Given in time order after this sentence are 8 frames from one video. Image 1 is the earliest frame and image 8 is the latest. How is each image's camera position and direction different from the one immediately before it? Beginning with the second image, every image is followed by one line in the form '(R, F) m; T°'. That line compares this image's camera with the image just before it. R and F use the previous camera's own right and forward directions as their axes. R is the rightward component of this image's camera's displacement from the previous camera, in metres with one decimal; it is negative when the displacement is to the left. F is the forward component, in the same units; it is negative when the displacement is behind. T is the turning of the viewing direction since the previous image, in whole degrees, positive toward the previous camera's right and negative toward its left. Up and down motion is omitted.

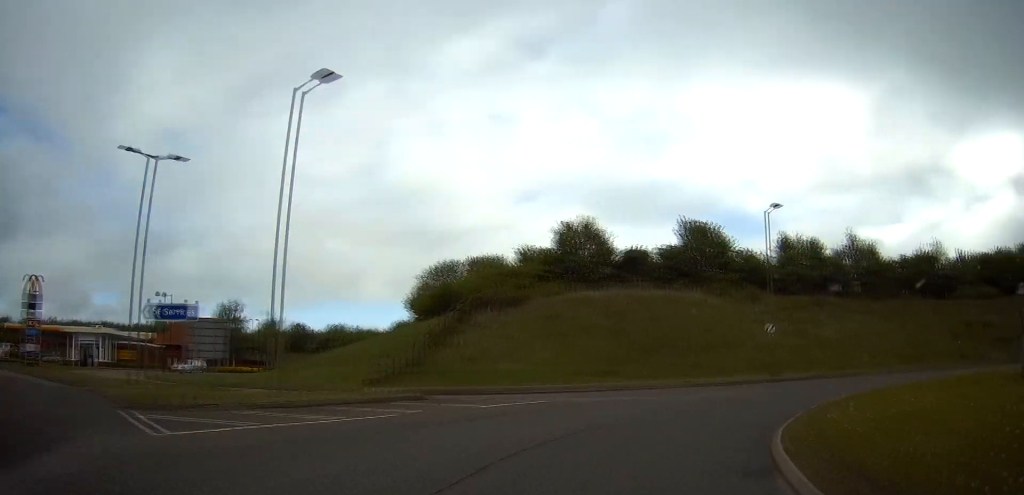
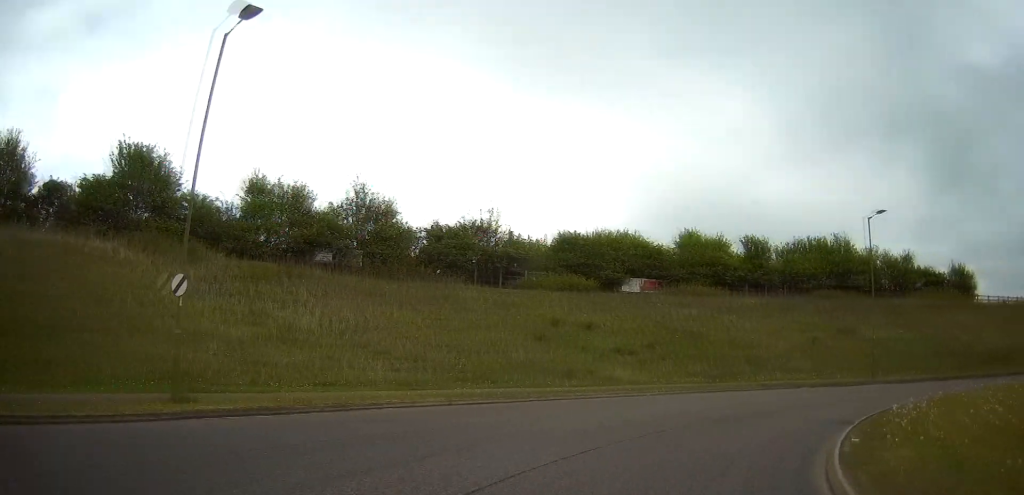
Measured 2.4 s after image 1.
(+5.1, +18.5) m; +43°
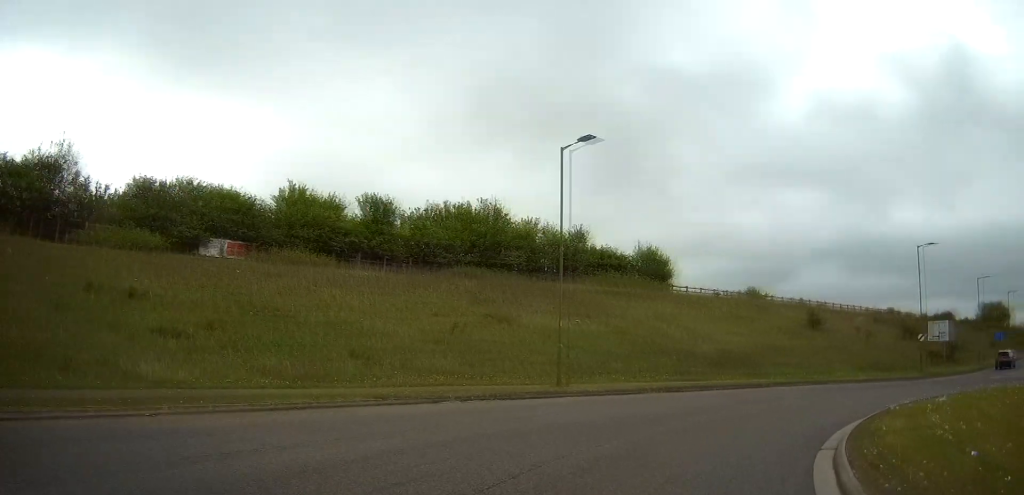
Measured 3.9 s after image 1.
(+3.7, +10.8) m; +34°
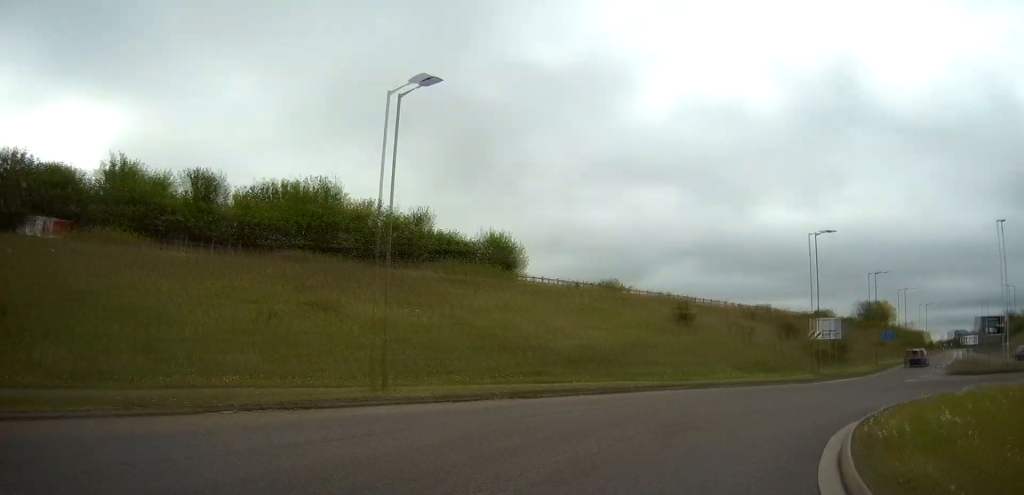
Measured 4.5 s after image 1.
(+0.3, +4.7) m; +12°
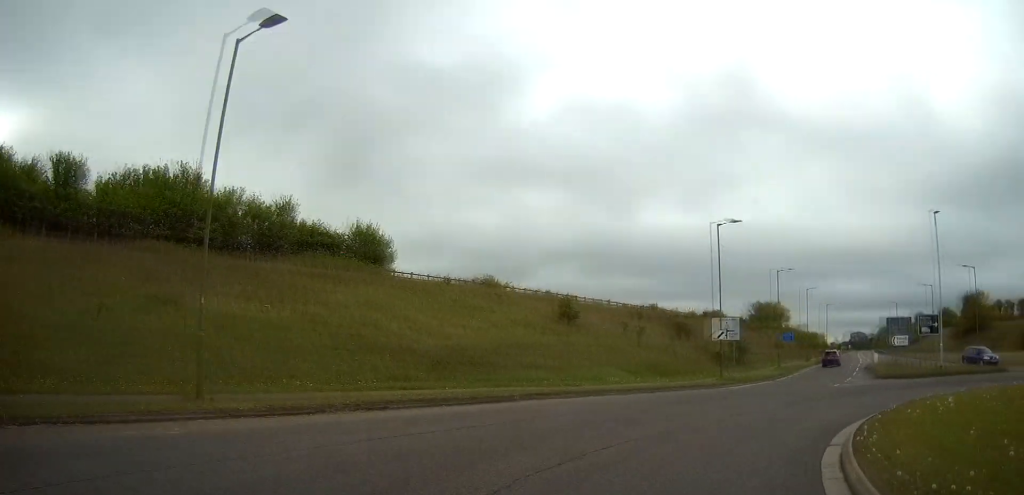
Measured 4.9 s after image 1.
(+0.5, +3.7) m; +10°
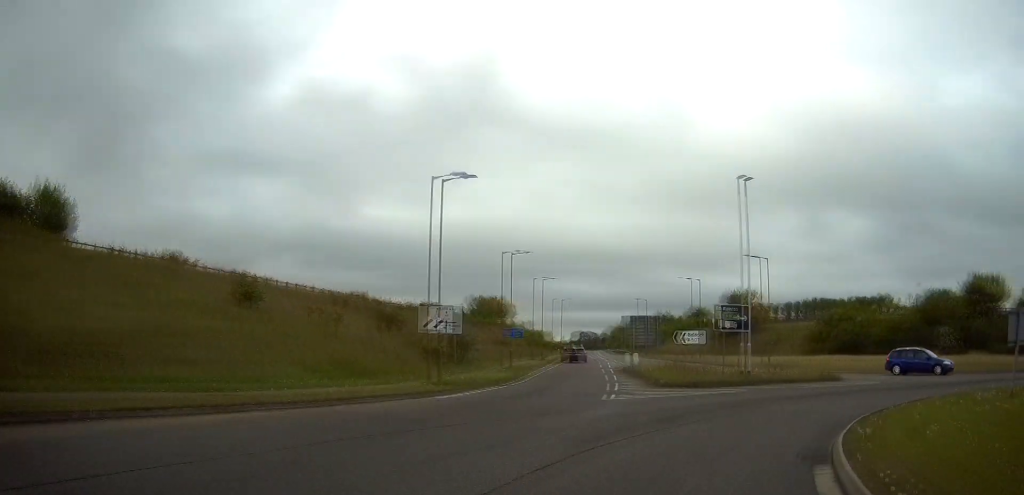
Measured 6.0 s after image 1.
(+1.6, +8.5) m; +22°
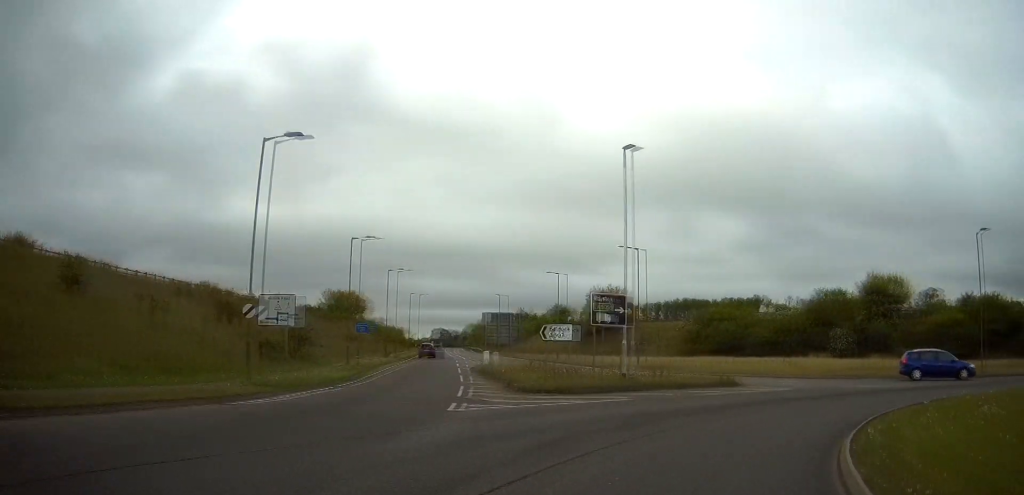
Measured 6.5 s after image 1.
(+0.2, +4.6) m; +11°
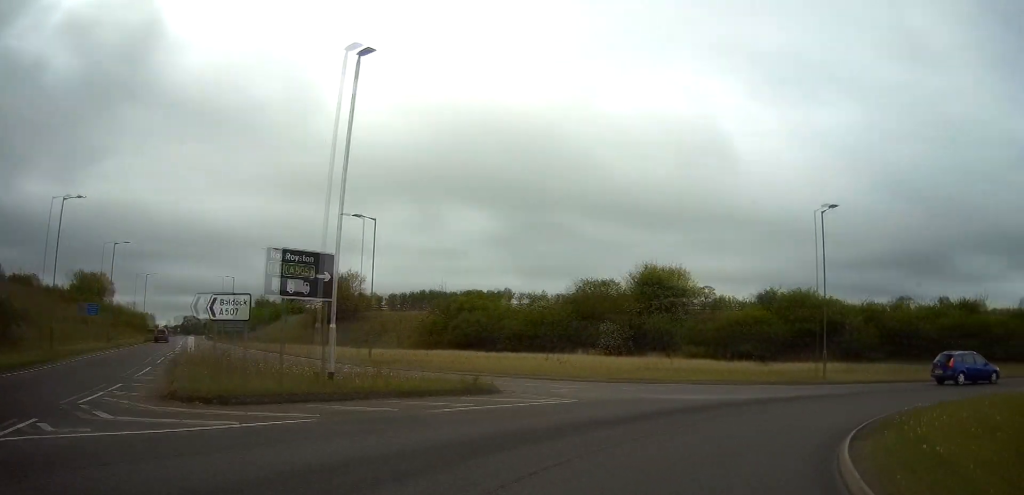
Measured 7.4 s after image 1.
(+1.3, +7.6) m; +20°
